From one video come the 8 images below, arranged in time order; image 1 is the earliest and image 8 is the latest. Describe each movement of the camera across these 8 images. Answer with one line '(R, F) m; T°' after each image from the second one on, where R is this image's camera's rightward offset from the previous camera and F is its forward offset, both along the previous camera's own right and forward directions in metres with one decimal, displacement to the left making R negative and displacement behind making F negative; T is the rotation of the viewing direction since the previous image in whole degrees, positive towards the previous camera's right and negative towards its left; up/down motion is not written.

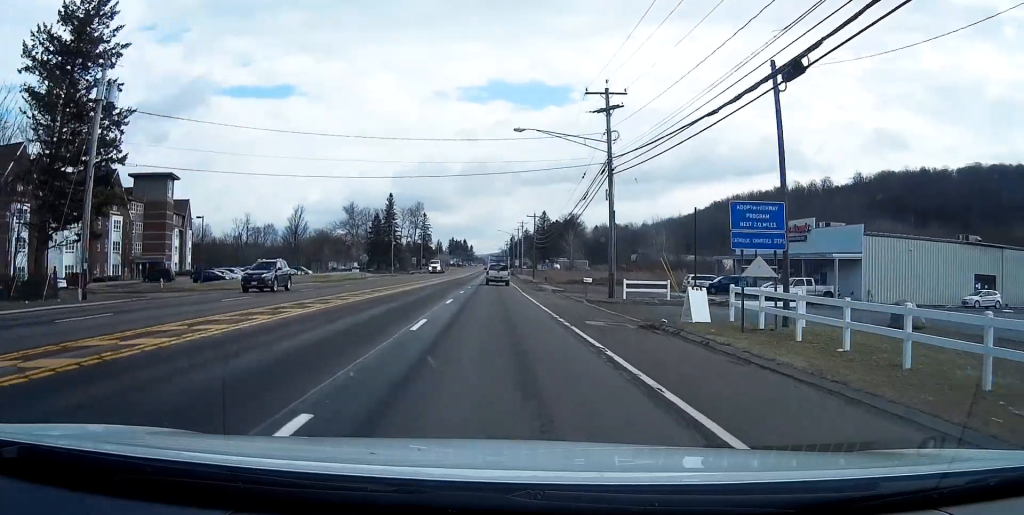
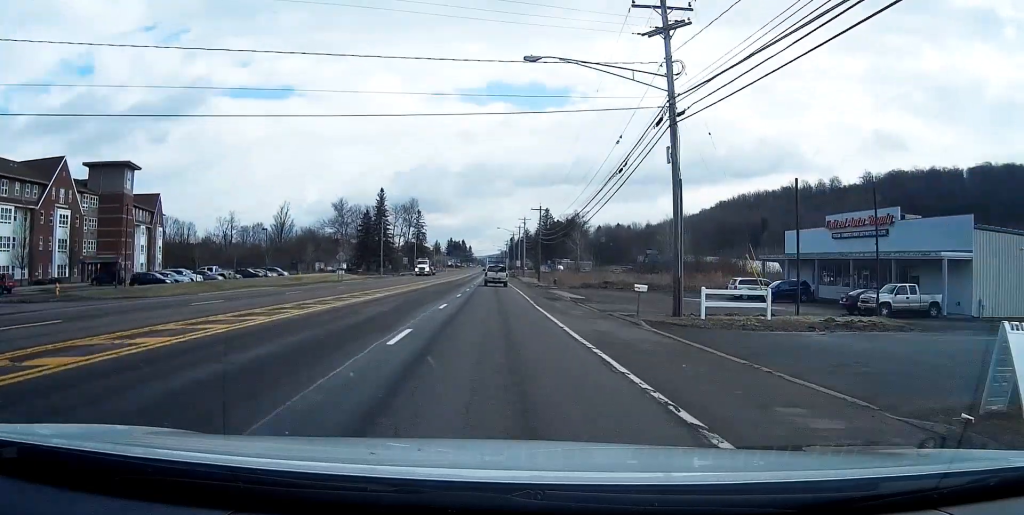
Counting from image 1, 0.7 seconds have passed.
(0.0, +15.0) m; 0°
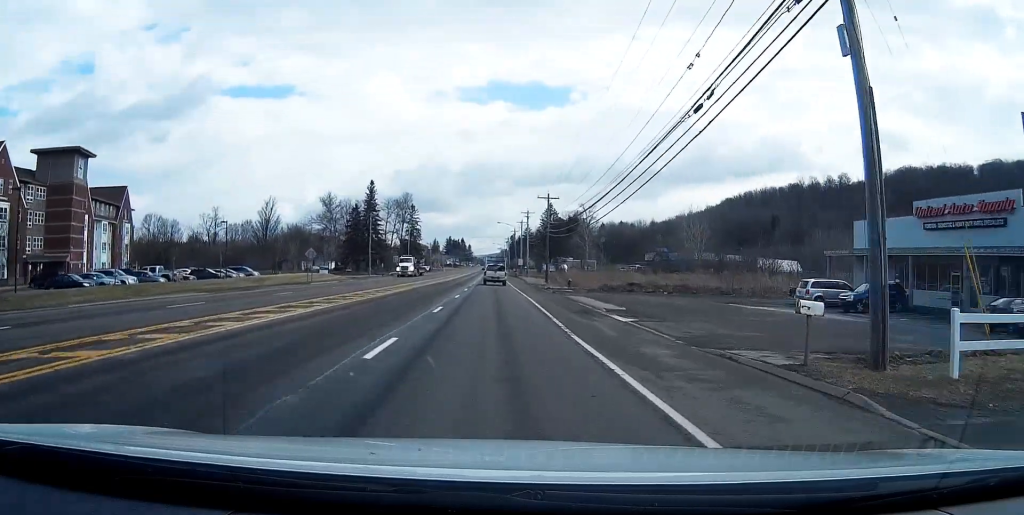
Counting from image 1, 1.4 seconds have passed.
(0.0, +14.4) m; 0°
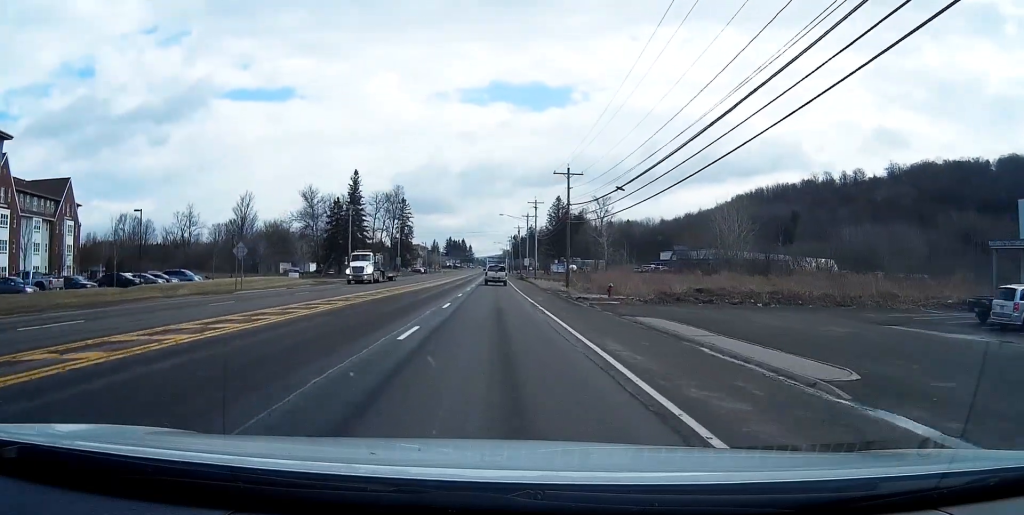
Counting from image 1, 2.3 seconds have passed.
(+0.1, +21.1) m; 0°
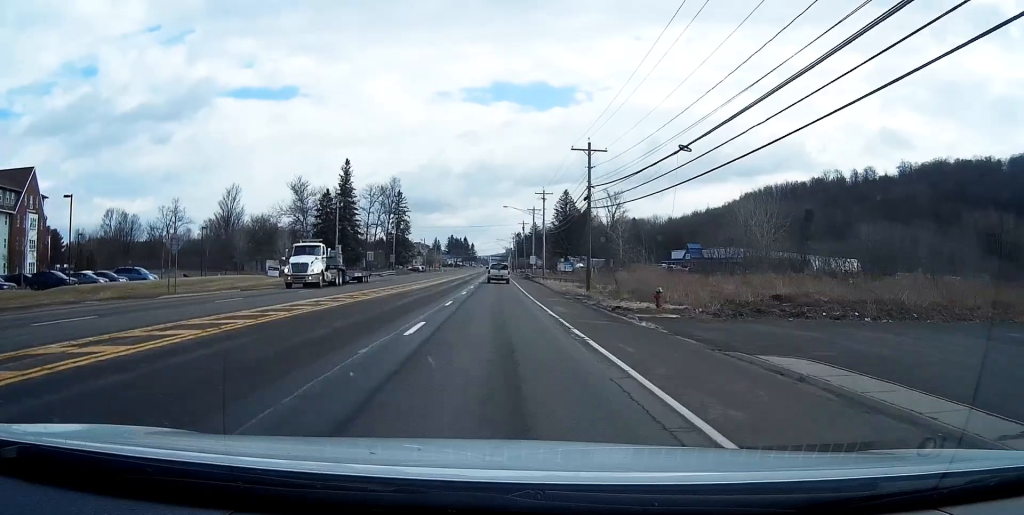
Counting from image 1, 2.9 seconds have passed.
(0.0, +11.7) m; 0°
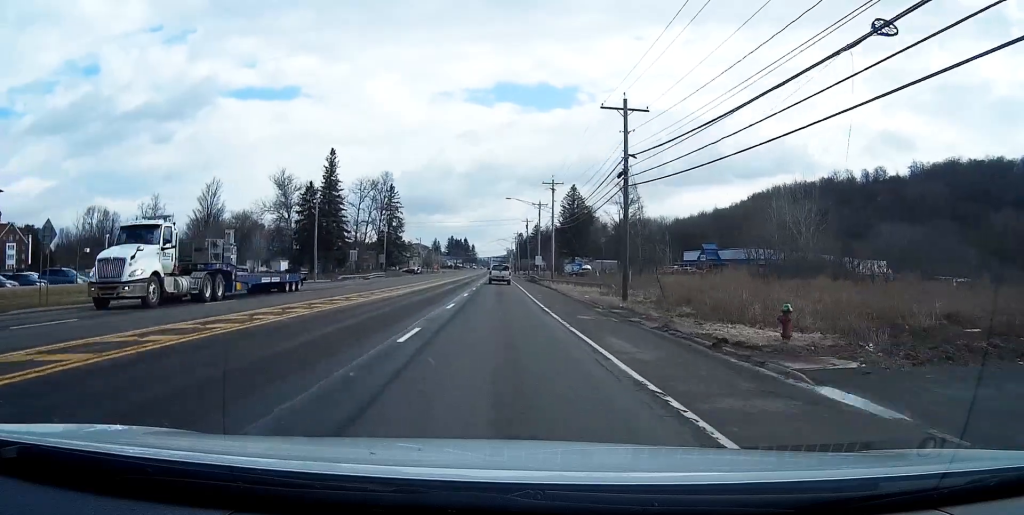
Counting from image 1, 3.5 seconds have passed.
(0.0, +13.3) m; 0°
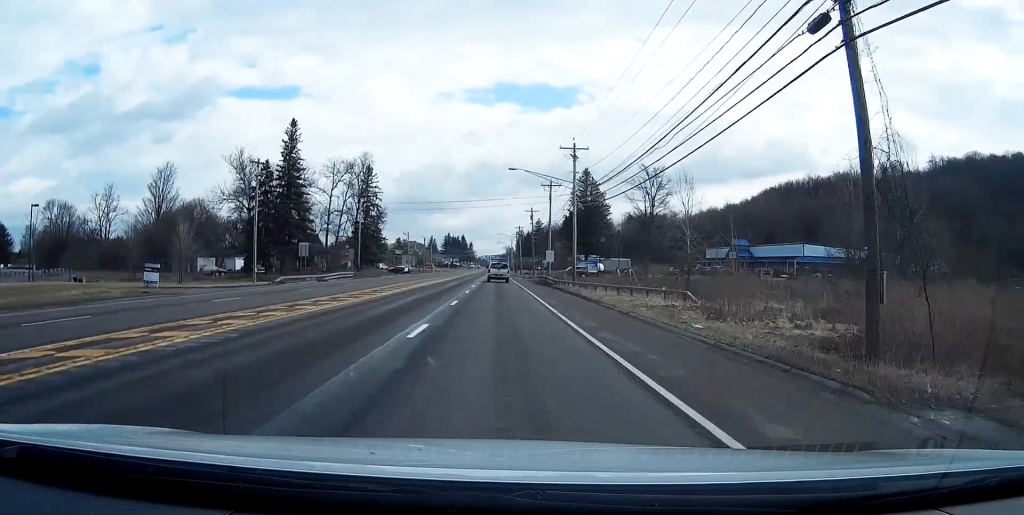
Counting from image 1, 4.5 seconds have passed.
(-0.1, +23.9) m; 0°
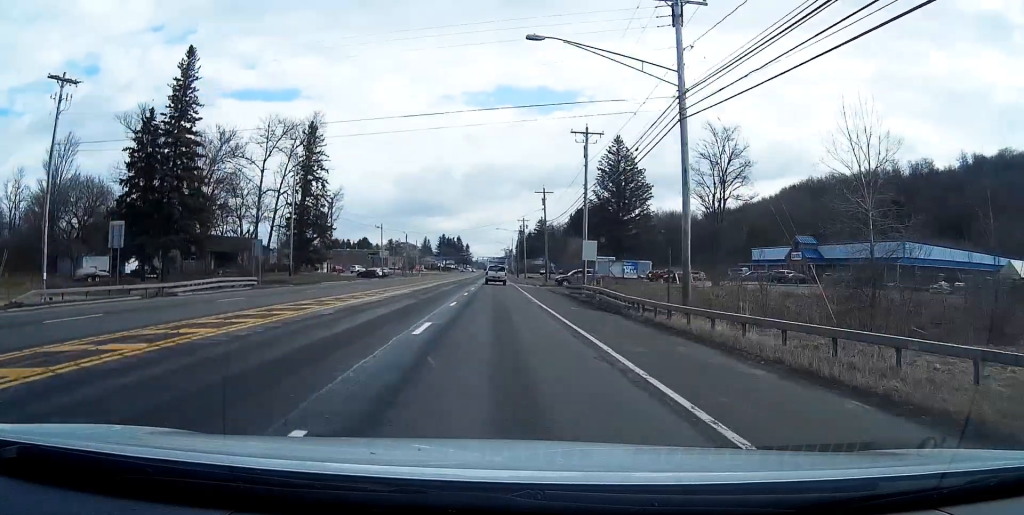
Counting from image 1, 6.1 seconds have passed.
(+0.3, +35.7) m; +1°
